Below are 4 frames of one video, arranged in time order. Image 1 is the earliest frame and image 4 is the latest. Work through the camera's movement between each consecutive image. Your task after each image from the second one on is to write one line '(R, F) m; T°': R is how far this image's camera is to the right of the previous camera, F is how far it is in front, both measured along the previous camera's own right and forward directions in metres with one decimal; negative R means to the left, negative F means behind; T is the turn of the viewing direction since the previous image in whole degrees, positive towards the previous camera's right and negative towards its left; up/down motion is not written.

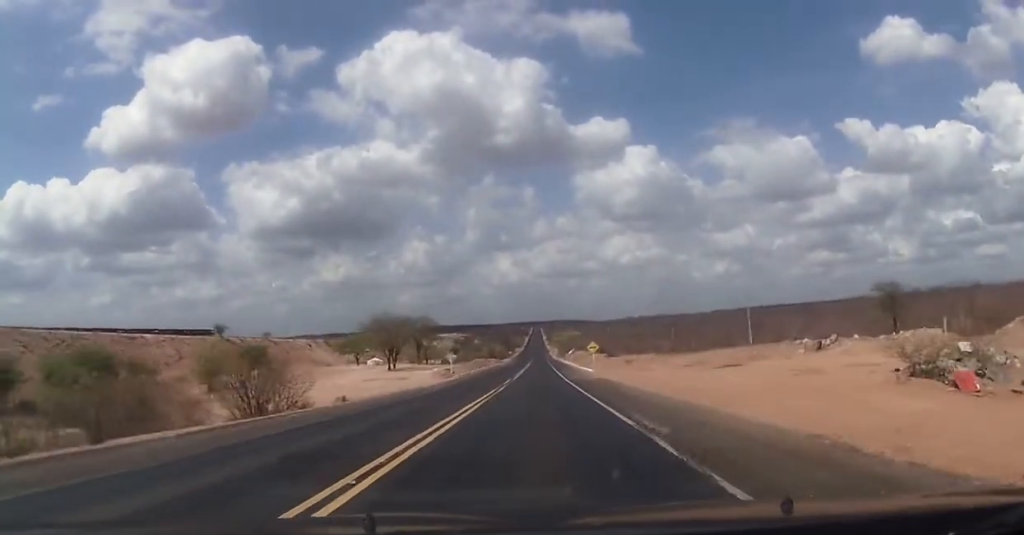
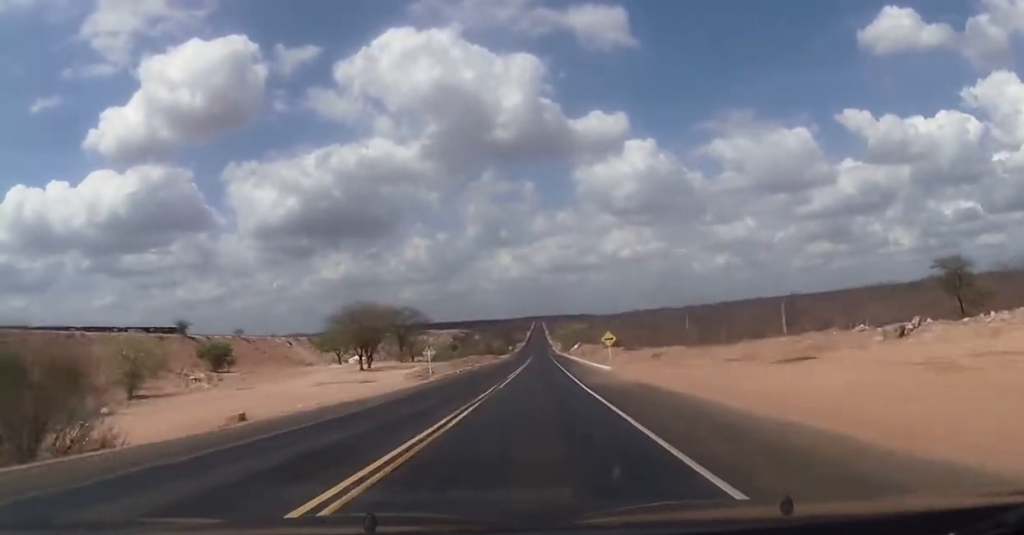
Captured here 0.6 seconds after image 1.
(-0.3, +17.9) m; 0°
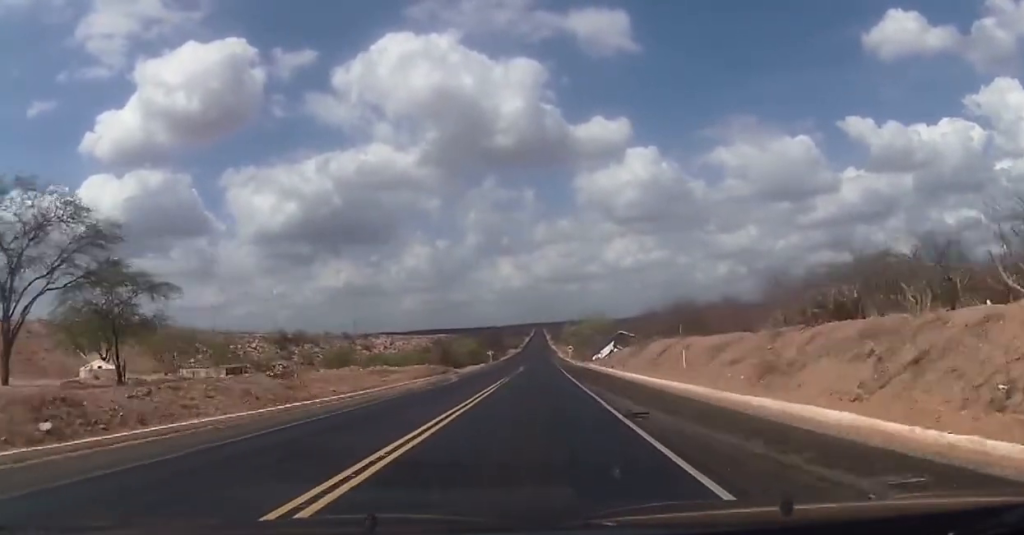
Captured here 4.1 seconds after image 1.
(+2.3, +91.5) m; +1°
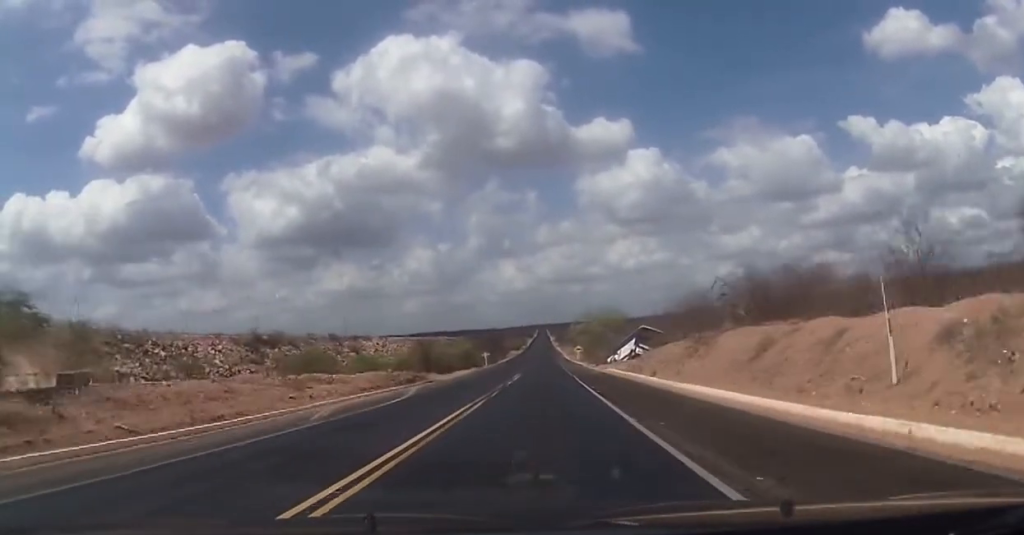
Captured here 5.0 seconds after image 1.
(-0.3, +20.4) m; 0°
